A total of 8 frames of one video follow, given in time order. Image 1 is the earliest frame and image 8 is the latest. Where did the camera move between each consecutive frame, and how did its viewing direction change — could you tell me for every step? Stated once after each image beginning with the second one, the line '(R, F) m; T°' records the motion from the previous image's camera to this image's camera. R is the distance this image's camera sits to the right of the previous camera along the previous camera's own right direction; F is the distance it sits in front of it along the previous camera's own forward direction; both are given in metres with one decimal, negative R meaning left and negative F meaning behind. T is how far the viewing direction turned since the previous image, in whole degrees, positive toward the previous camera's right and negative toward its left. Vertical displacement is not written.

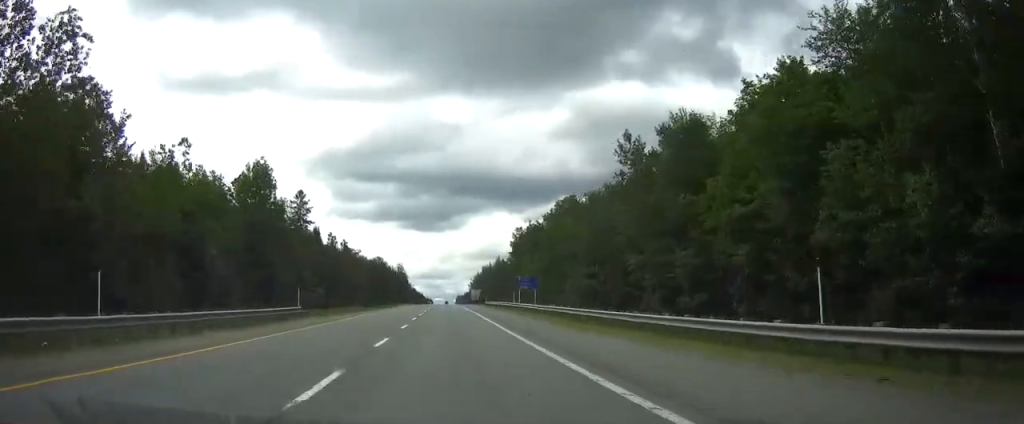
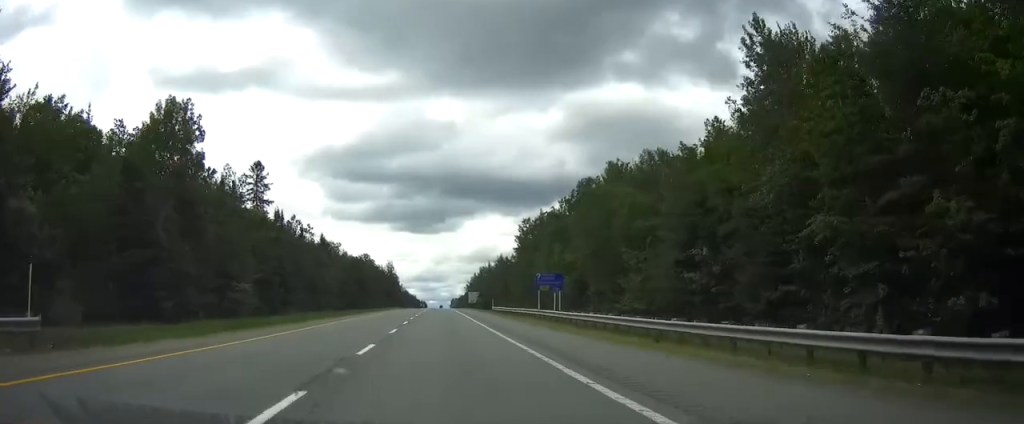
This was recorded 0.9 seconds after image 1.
(-0.1, +28.0) m; 0°
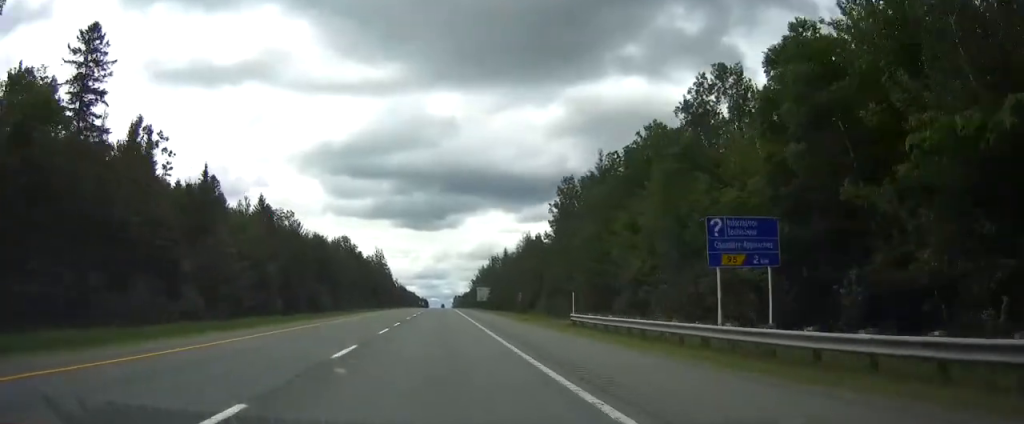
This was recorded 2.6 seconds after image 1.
(+0.3, +53.9) m; 0°
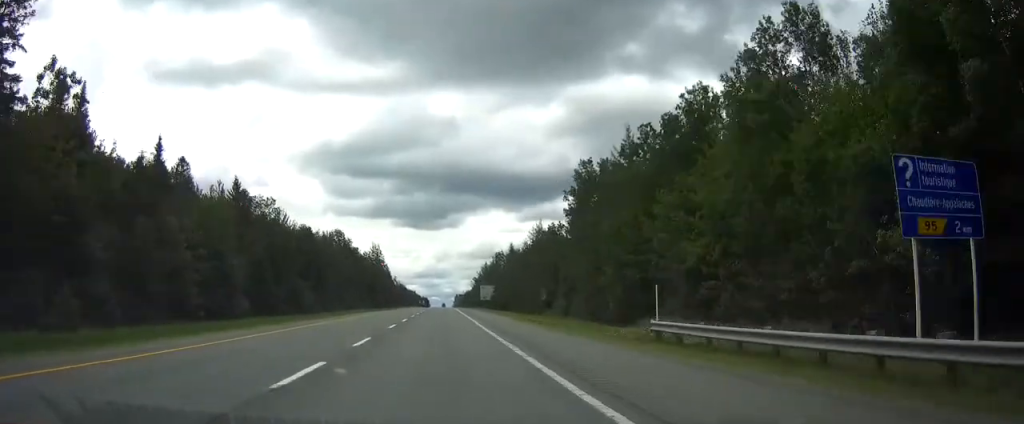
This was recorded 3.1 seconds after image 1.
(0.0, +13.5) m; 0°
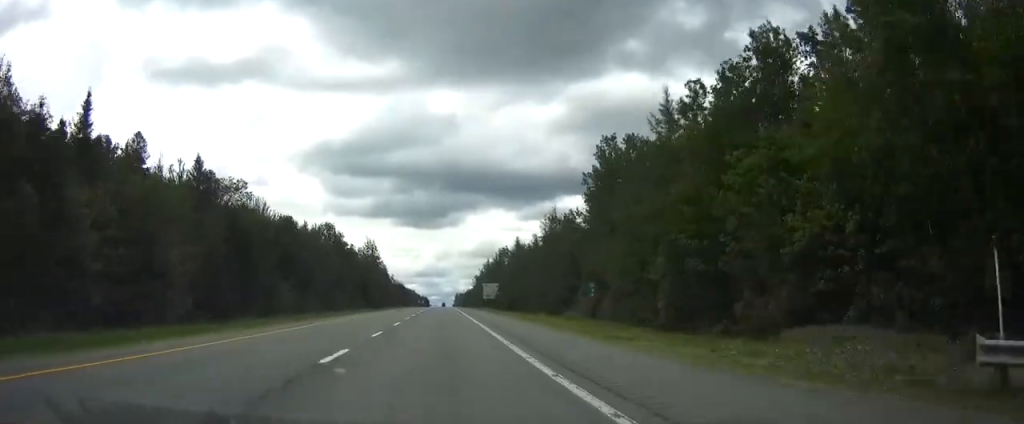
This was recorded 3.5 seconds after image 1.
(0.0, +14.5) m; 0°
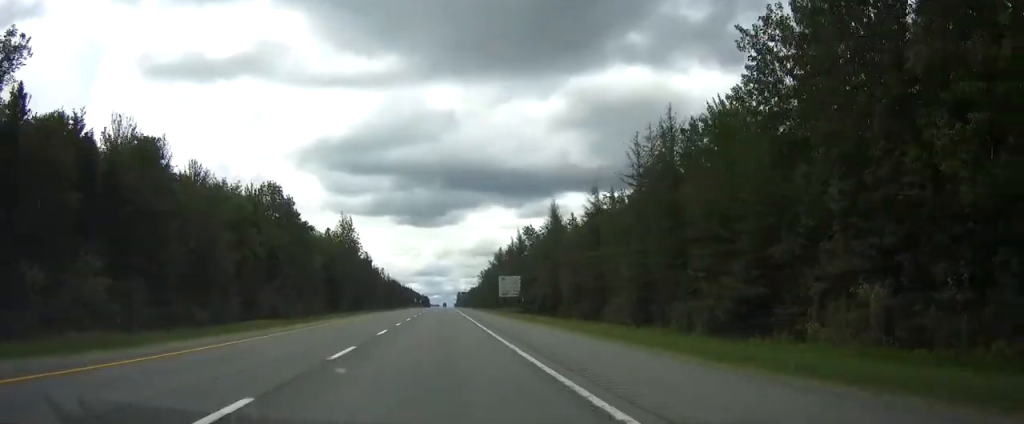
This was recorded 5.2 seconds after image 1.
(+0.1, +50.9) m; 0°
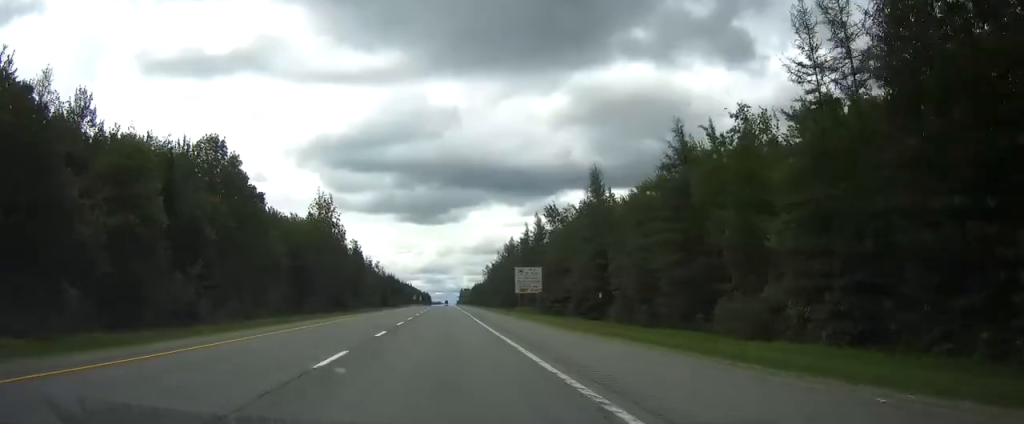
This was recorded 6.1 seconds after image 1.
(-0.2, +28.0) m; 0°
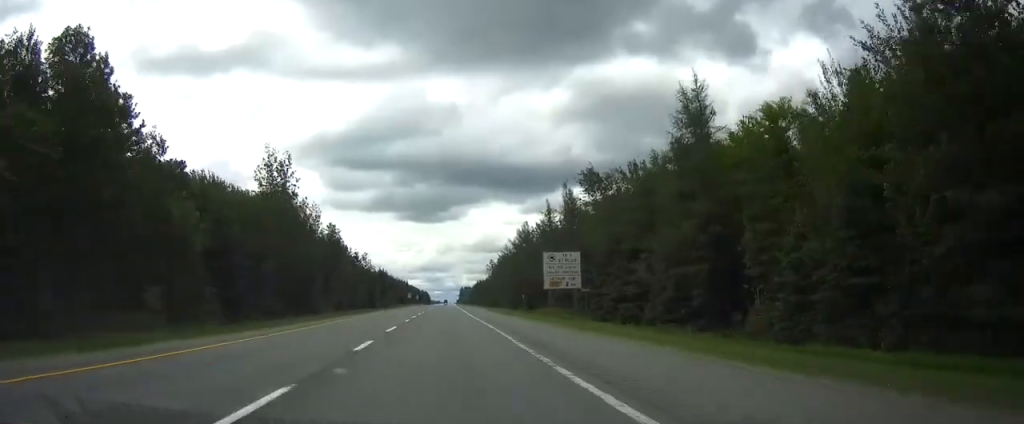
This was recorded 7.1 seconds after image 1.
(+0.1, +32.1) m; 0°
